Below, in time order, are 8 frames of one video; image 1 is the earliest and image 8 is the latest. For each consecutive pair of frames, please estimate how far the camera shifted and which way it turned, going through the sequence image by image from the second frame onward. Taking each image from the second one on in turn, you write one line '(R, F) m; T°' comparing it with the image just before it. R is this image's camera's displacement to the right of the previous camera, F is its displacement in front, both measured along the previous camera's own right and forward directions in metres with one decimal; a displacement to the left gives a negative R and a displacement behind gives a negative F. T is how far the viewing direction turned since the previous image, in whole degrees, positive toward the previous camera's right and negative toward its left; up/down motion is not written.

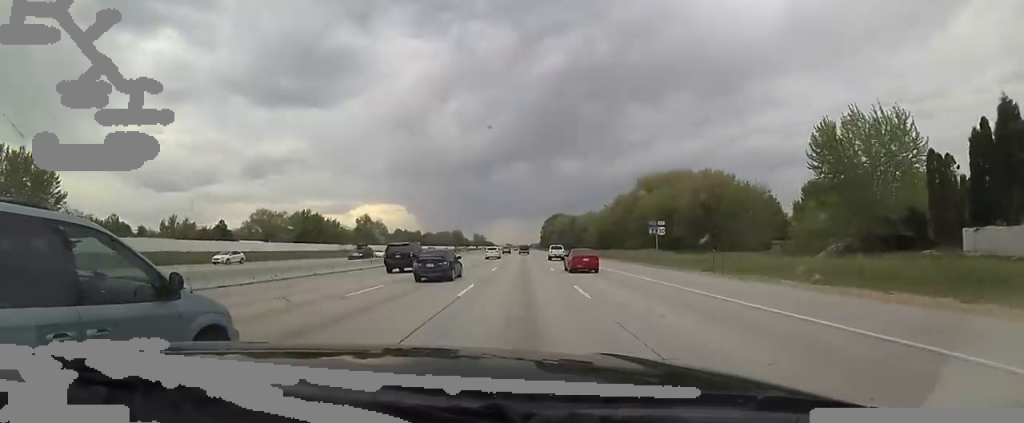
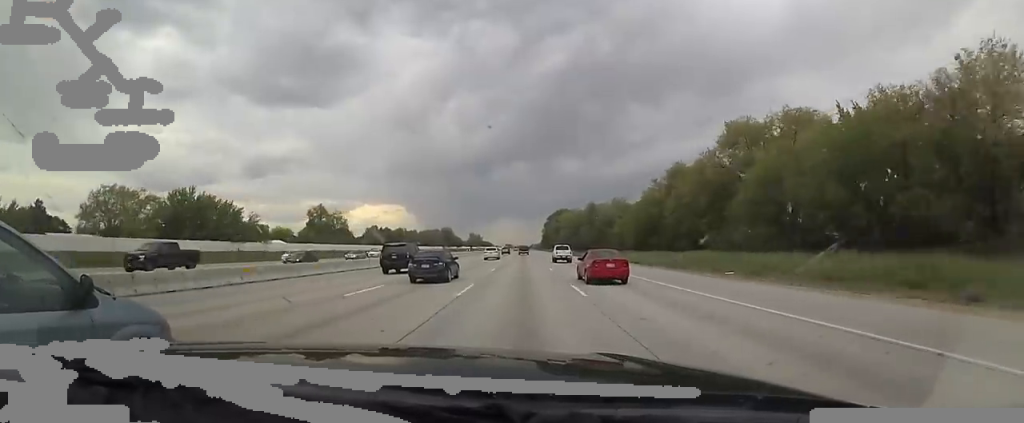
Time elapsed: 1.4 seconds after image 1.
(0.0, +45.0) m; 0°
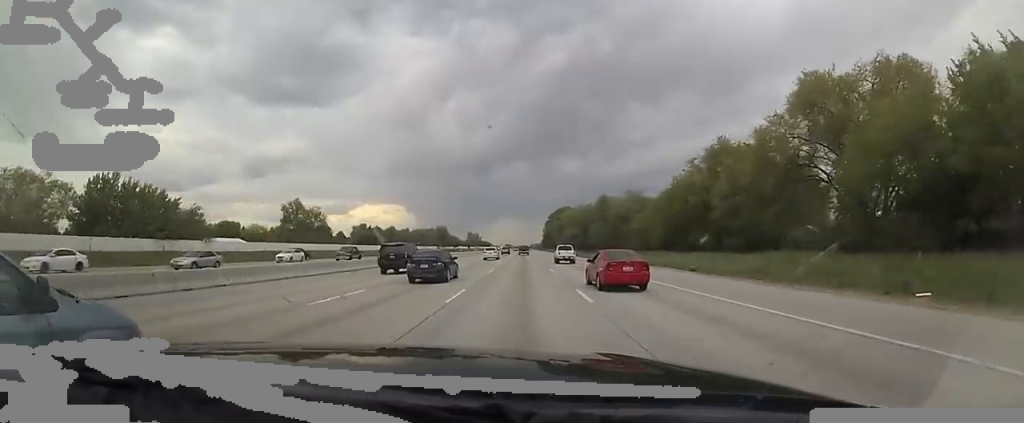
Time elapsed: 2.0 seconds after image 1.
(0.0, +17.2) m; 0°
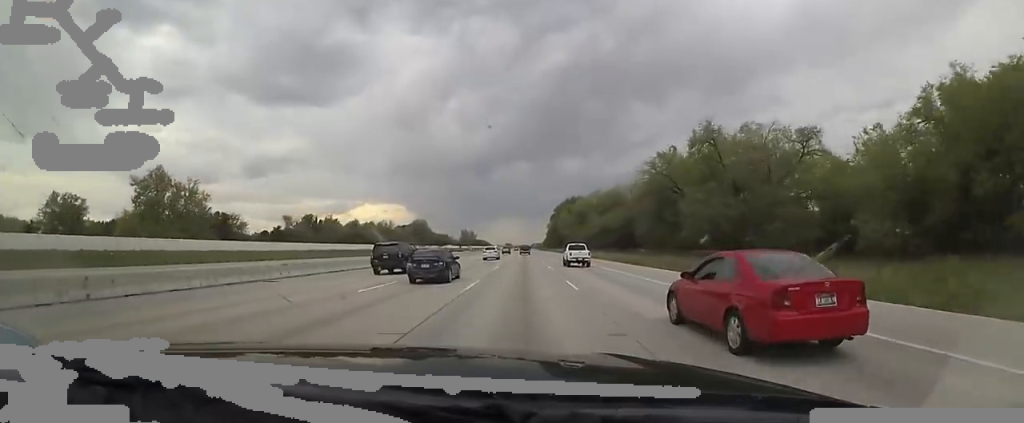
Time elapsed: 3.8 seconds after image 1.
(0.0, +58.7) m; -1°
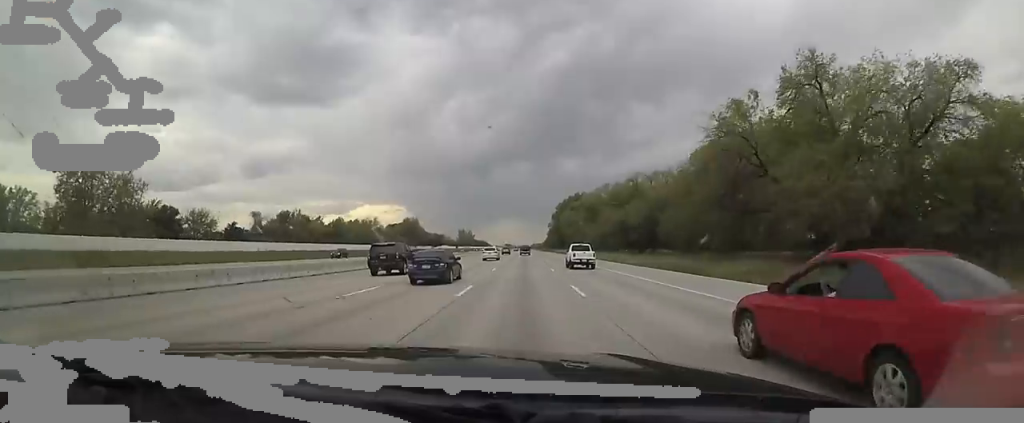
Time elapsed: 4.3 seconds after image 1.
(+0.4, +17.5) m; -1°
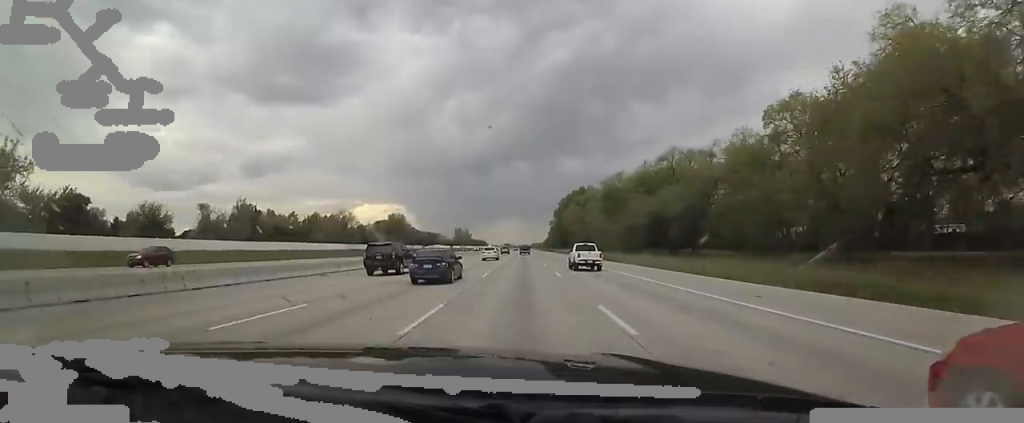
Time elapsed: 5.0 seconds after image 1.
(-0.9, +21.0) m; 0°
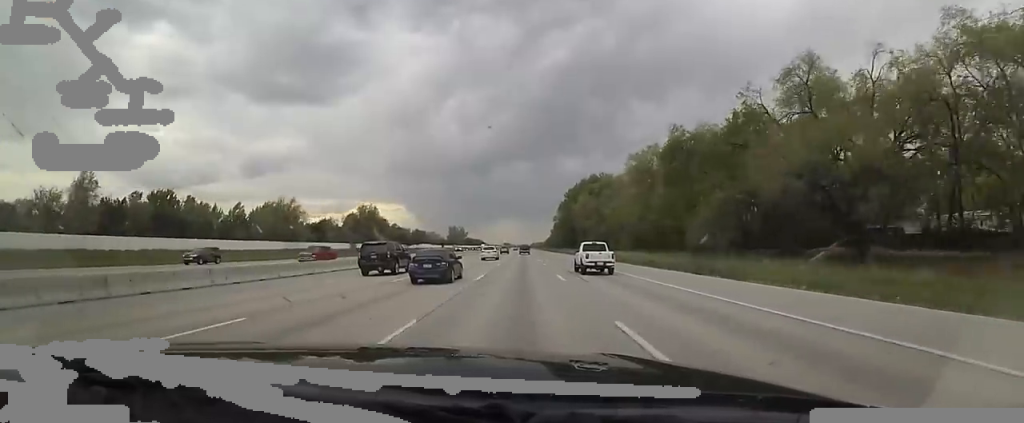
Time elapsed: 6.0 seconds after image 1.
(+0.4, +32.4) m; +2°
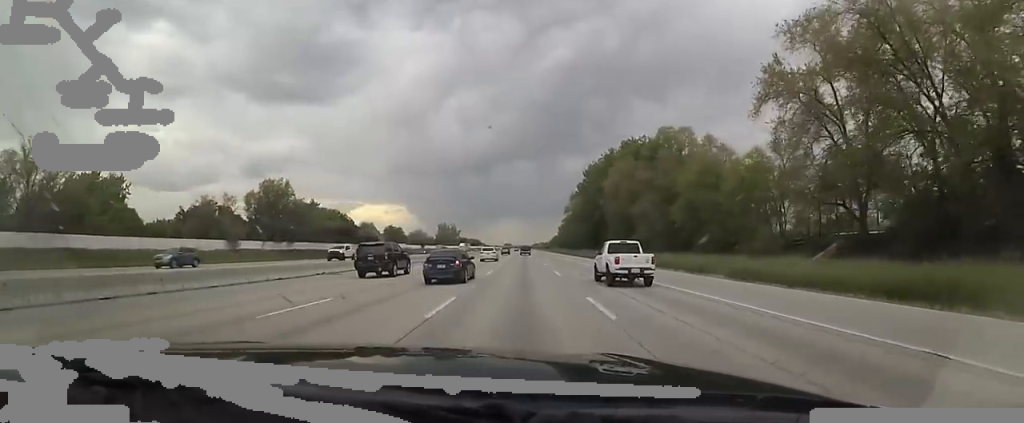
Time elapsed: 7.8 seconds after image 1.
(+1.0, +56.2) m; +1°
